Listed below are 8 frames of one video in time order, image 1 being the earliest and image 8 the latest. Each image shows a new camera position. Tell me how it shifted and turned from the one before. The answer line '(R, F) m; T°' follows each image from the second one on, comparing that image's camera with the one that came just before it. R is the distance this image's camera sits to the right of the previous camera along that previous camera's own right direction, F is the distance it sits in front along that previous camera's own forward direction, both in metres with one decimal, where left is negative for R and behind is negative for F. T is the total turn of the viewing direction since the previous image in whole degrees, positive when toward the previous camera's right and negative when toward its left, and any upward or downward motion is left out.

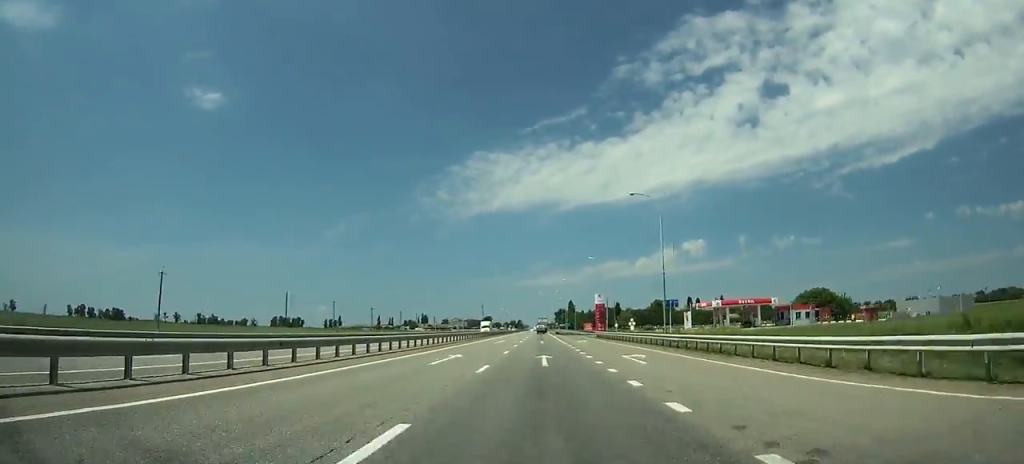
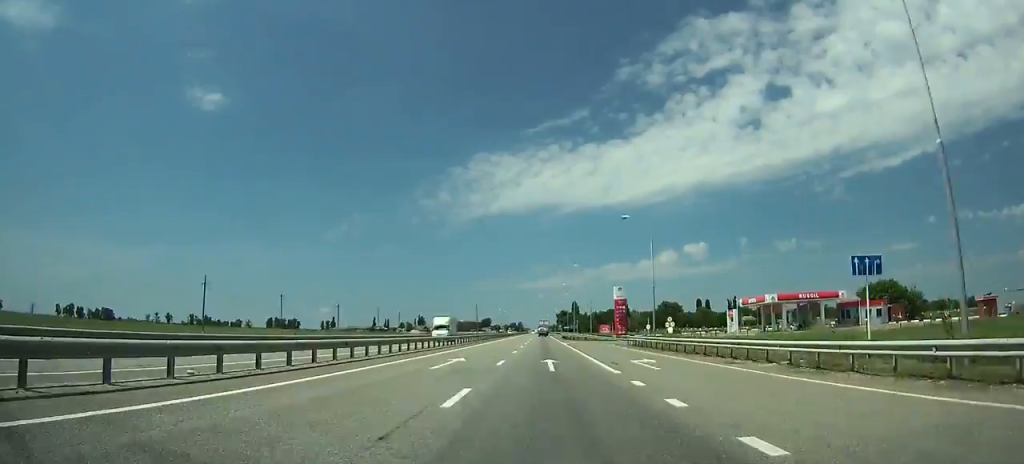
(-0.2, +30.8) m; 0°
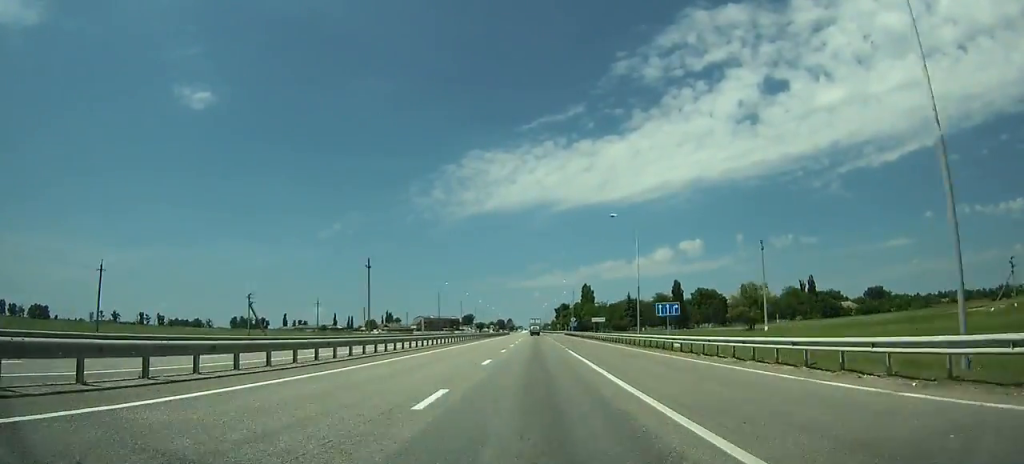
(+0.2, +144.4) m; 0°
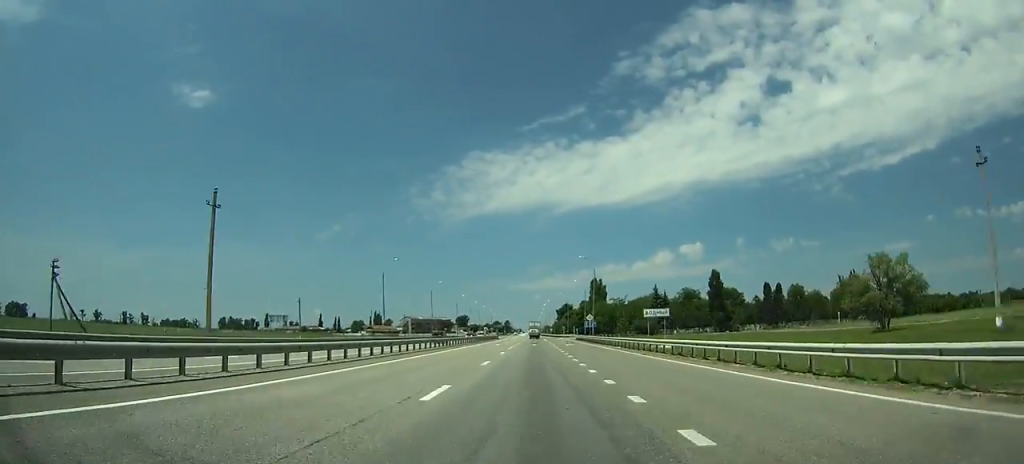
(0.0, +46.0) m; 0°
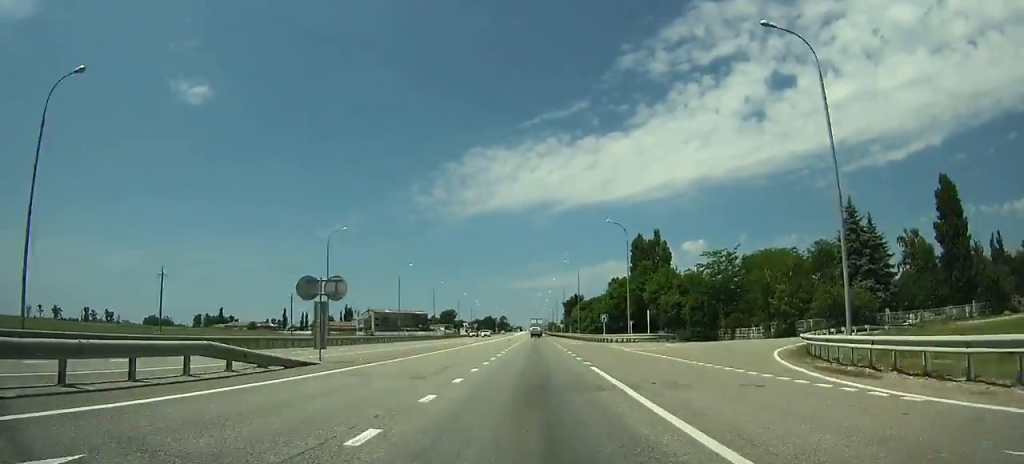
(+0.1, +101.0) m; 0°
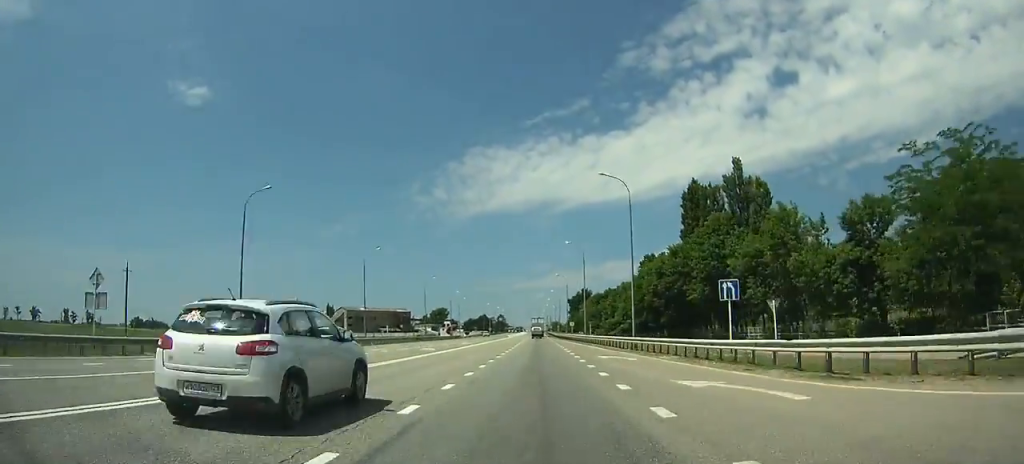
(0.0, +48.2) m; 0°
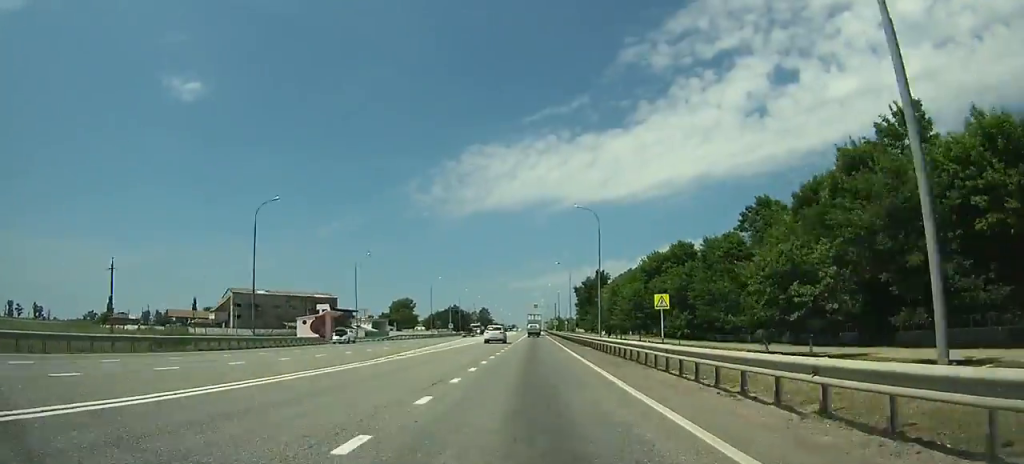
(0.0, +102.4) m; 0°
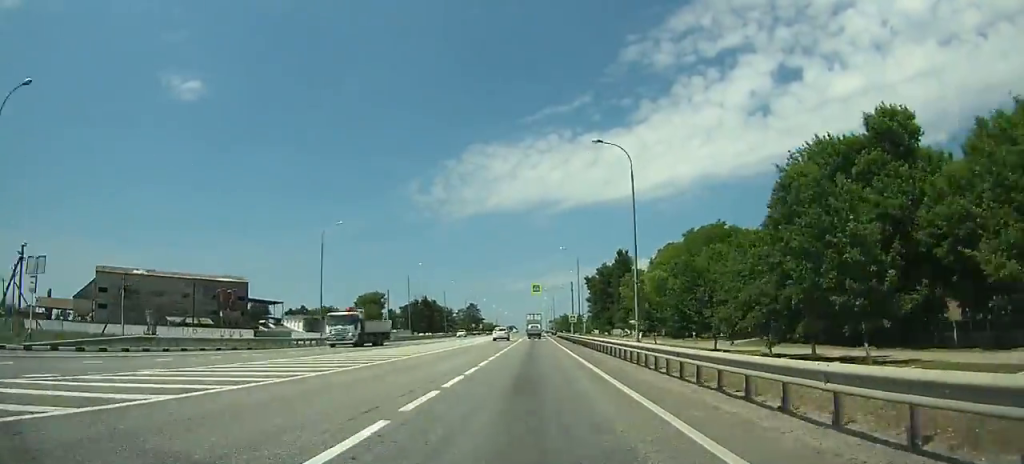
(+0.1, +60.1) m; 0°
